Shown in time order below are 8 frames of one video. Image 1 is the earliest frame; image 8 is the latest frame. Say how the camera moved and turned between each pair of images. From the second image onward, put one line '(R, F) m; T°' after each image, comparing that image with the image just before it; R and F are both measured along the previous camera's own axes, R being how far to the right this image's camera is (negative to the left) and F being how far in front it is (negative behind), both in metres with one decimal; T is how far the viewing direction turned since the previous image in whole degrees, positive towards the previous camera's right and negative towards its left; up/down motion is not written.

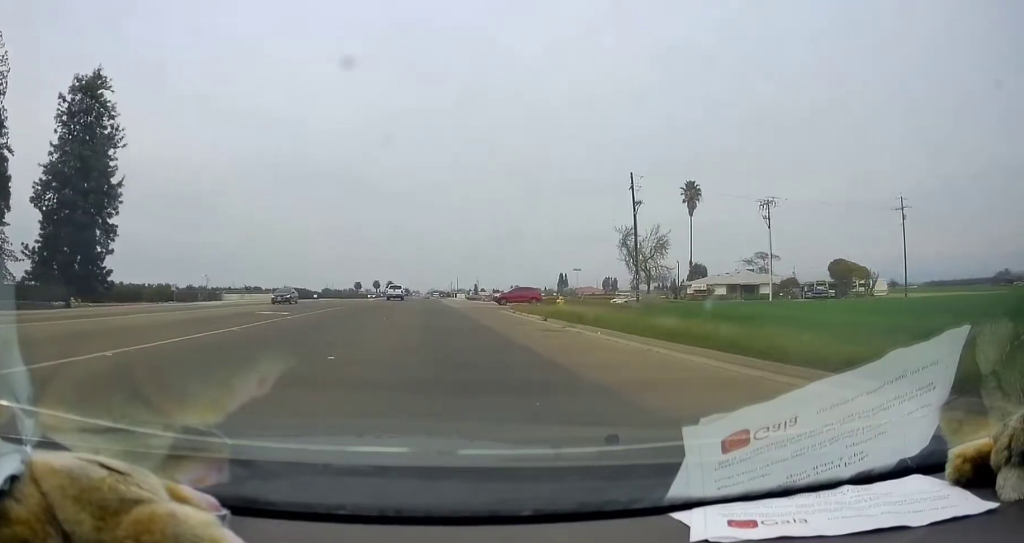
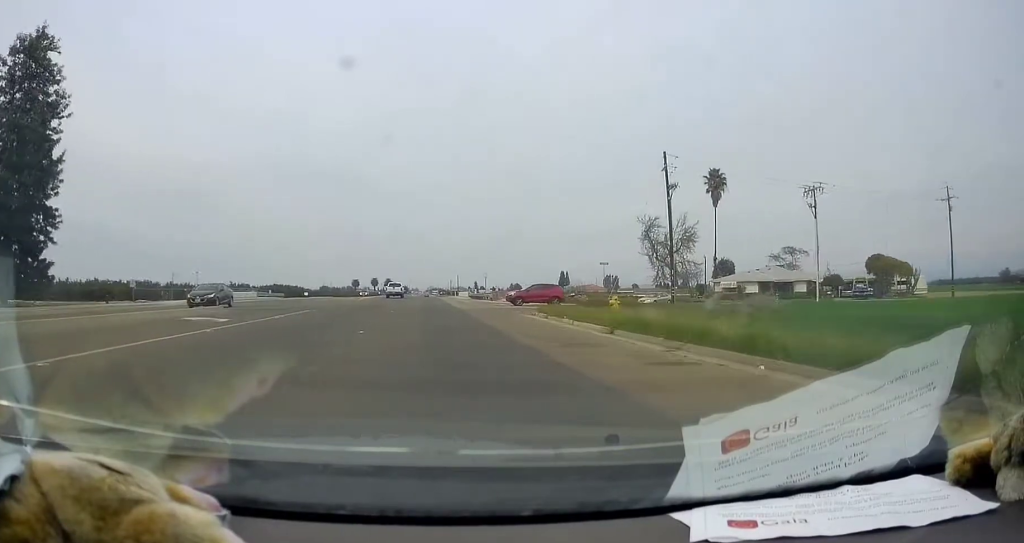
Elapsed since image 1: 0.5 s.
(0.0, +9.6) m; 0°
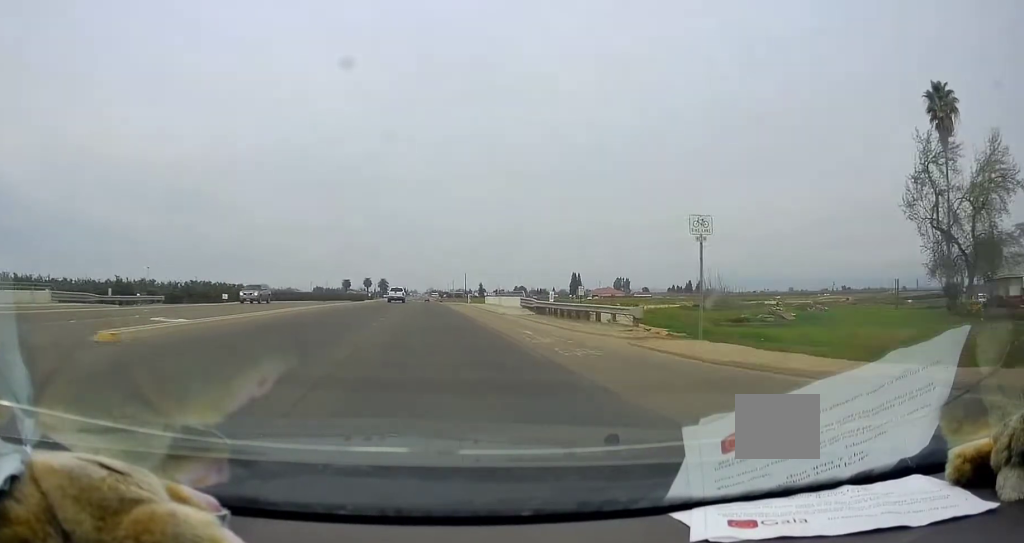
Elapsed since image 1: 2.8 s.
(0.0, +48.2) m; 0°
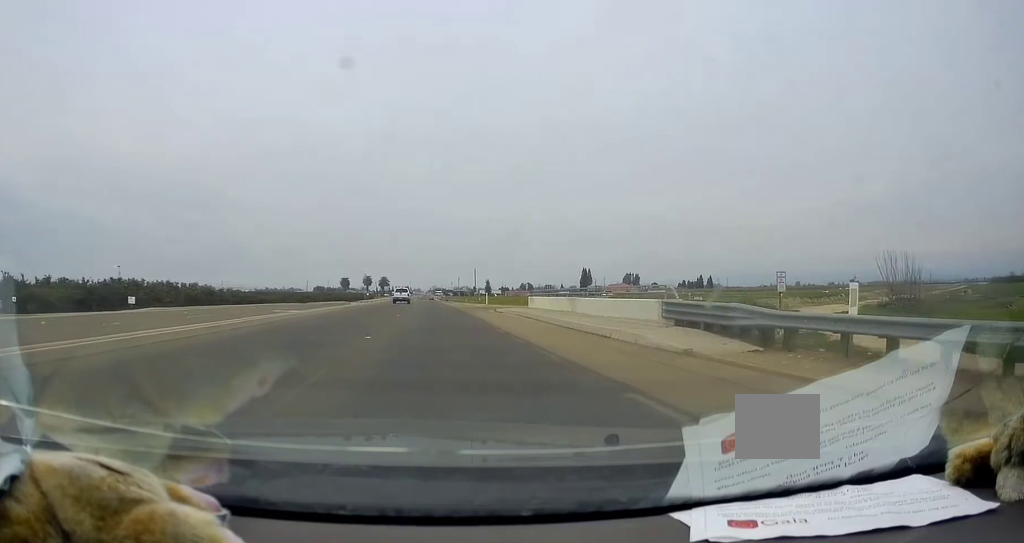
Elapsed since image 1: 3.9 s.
(0.0, +23.6) m; 0°
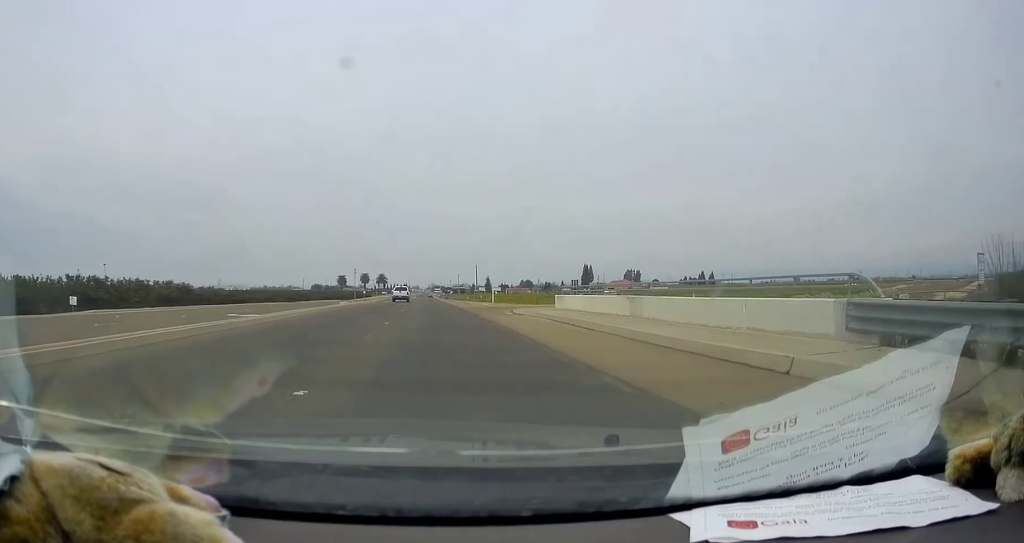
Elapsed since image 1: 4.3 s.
(0.0, +8.4) m; 0°
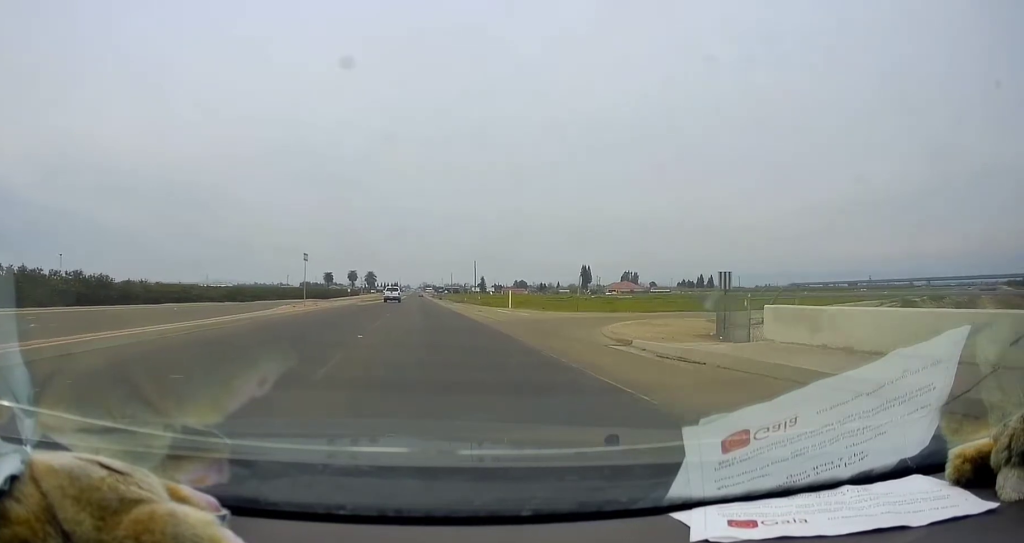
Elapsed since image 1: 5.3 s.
(0.0, +21.4) m; 0°
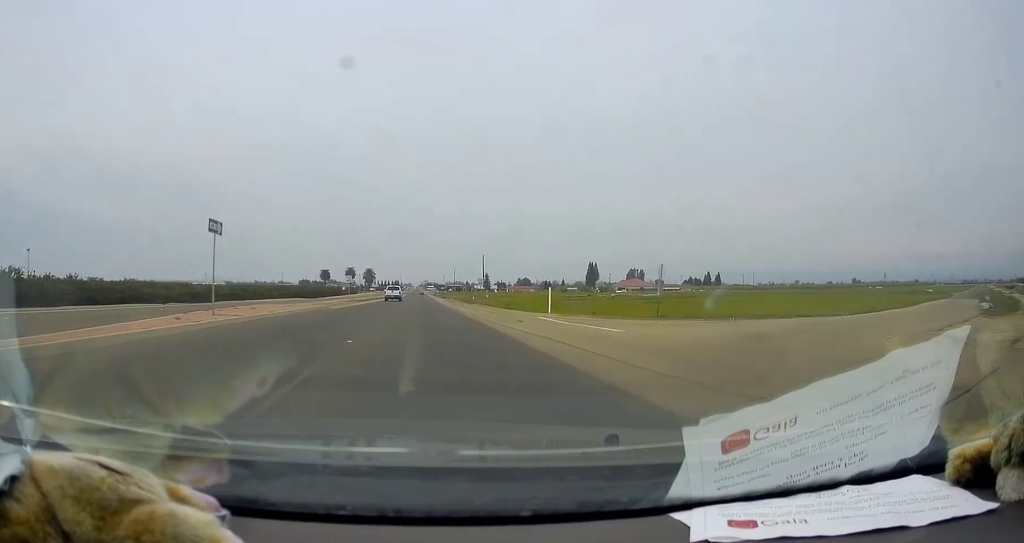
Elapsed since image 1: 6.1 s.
(0.0, +16.5) m; 0°
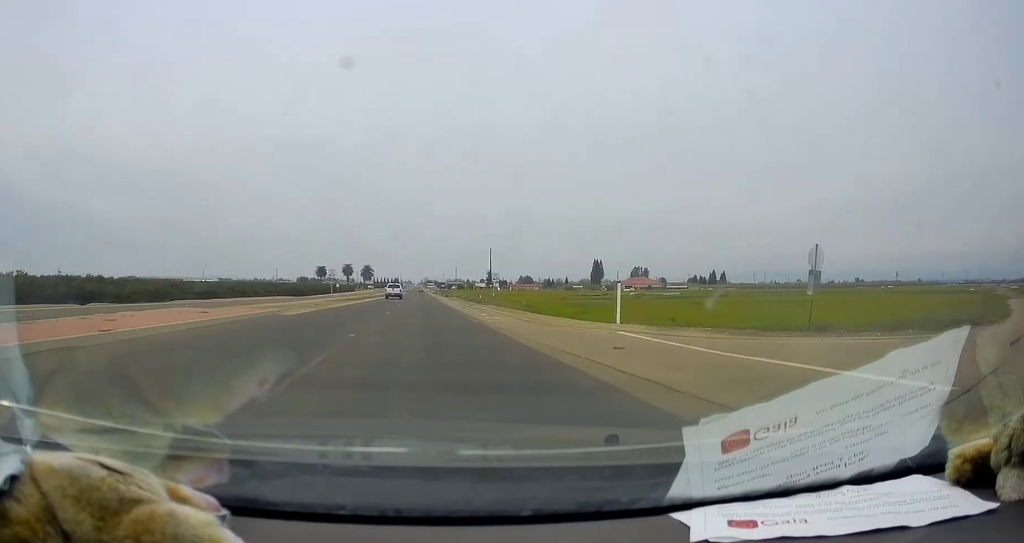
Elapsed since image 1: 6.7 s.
(0.0, +12.9) m; +1°
